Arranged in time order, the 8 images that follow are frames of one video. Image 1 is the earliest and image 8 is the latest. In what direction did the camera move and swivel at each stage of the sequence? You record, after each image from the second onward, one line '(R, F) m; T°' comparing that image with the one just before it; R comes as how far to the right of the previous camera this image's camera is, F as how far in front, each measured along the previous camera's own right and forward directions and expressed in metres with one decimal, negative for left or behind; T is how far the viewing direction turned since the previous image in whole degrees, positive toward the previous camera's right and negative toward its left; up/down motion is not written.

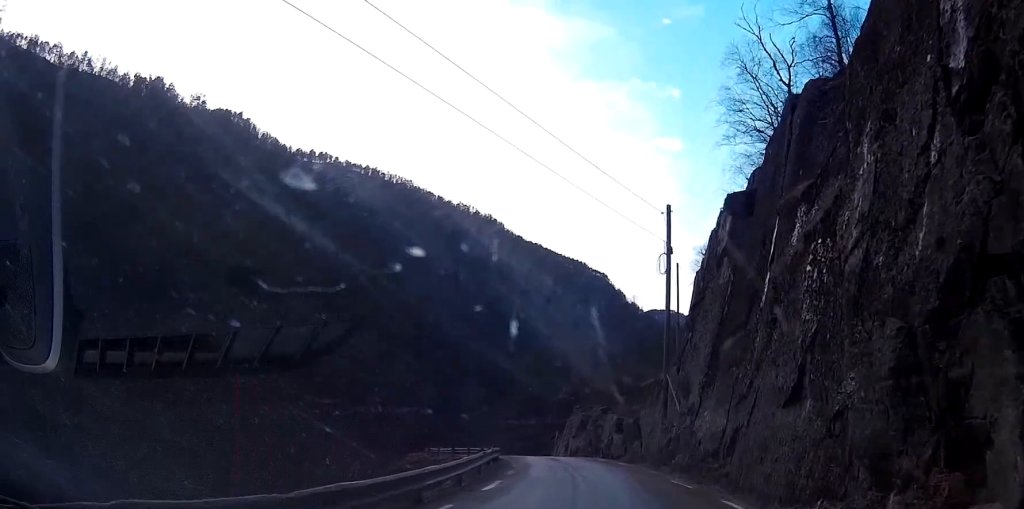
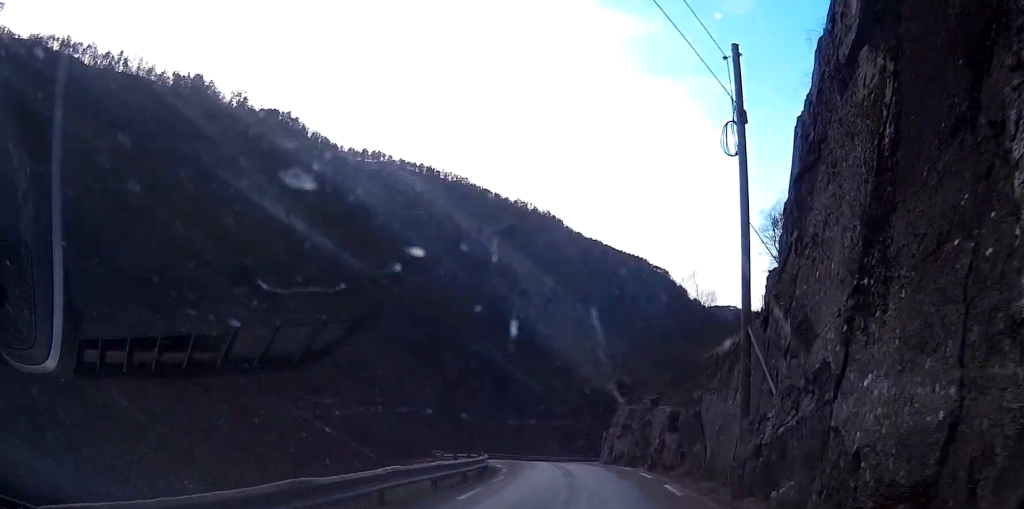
(-1.1, +11.8) m; -7°
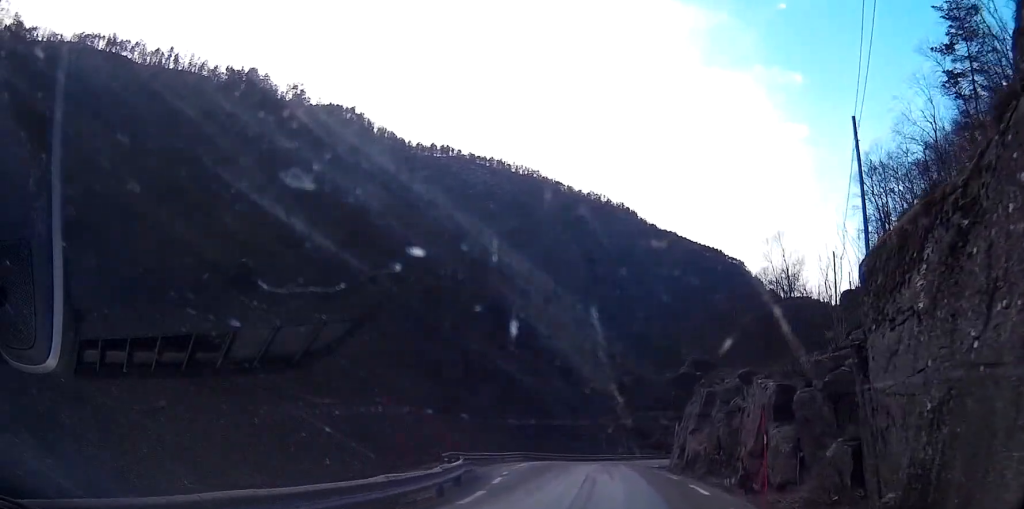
(+0.1, +11.2) m; -2°
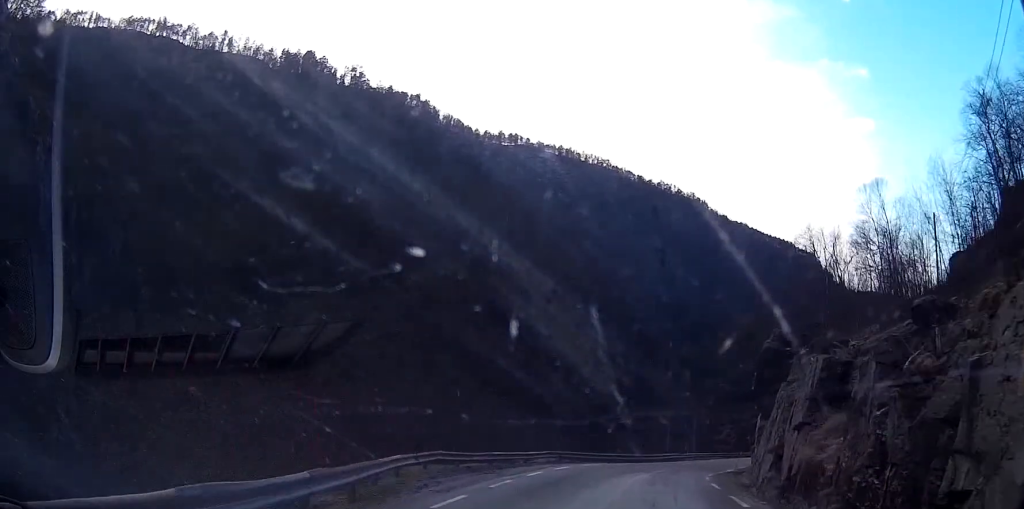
(-0.9, +10.9) m; -9°
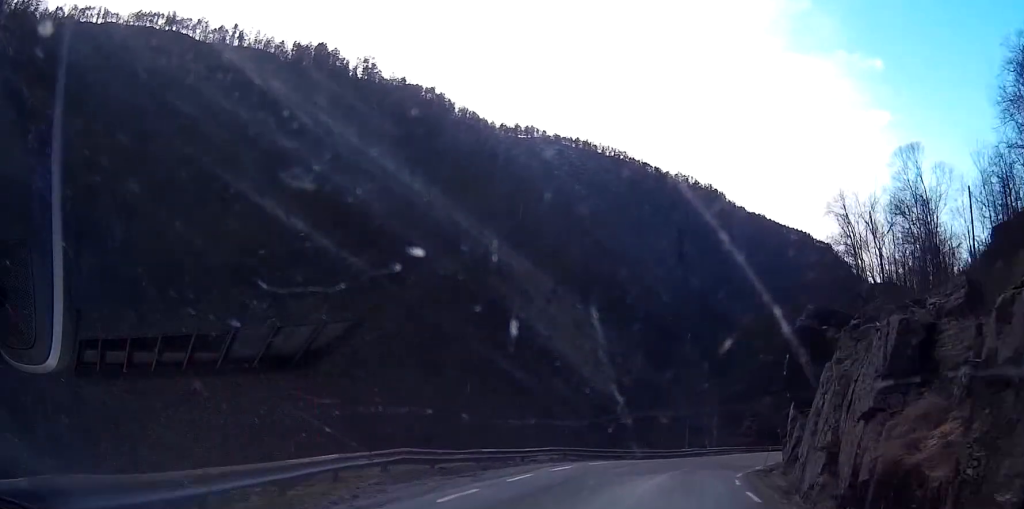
(-0.1, +4.4) m; 0°
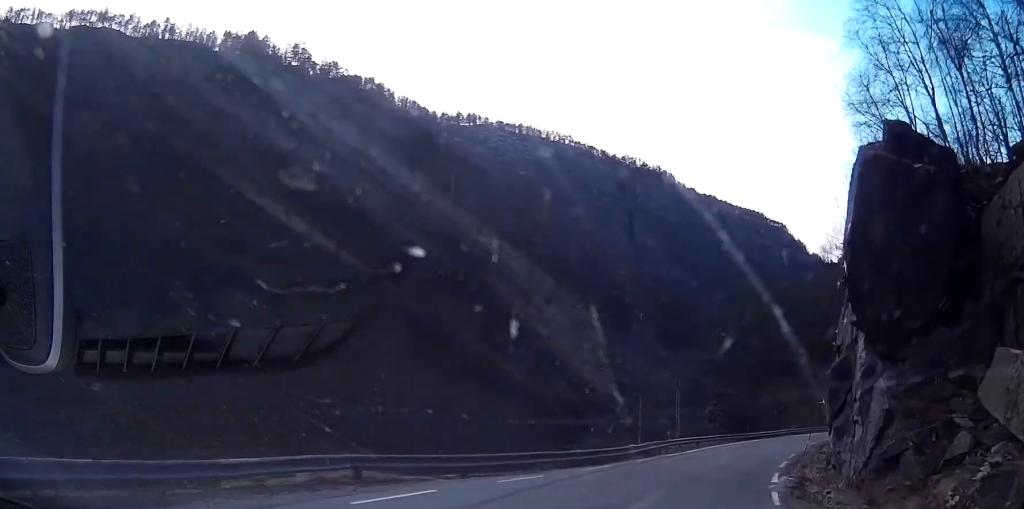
(+0.7, +16.6) m; +7°
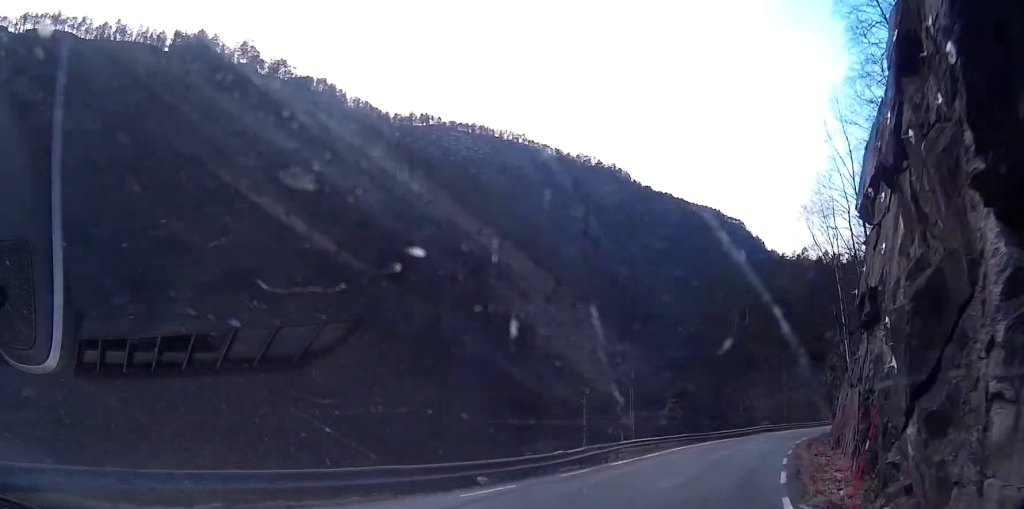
(+0.3, +7.8) m; +3°
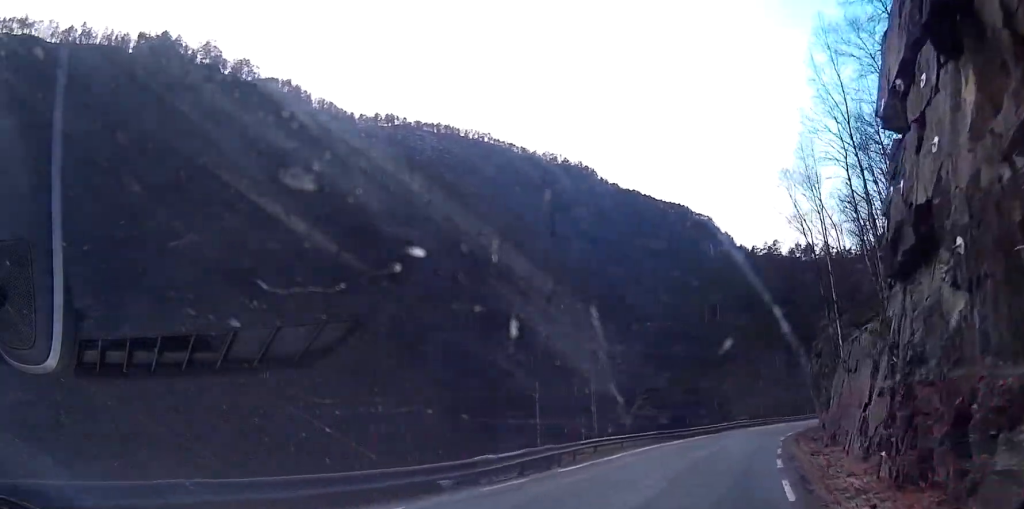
(+0.1, +4.6) m; +1°
